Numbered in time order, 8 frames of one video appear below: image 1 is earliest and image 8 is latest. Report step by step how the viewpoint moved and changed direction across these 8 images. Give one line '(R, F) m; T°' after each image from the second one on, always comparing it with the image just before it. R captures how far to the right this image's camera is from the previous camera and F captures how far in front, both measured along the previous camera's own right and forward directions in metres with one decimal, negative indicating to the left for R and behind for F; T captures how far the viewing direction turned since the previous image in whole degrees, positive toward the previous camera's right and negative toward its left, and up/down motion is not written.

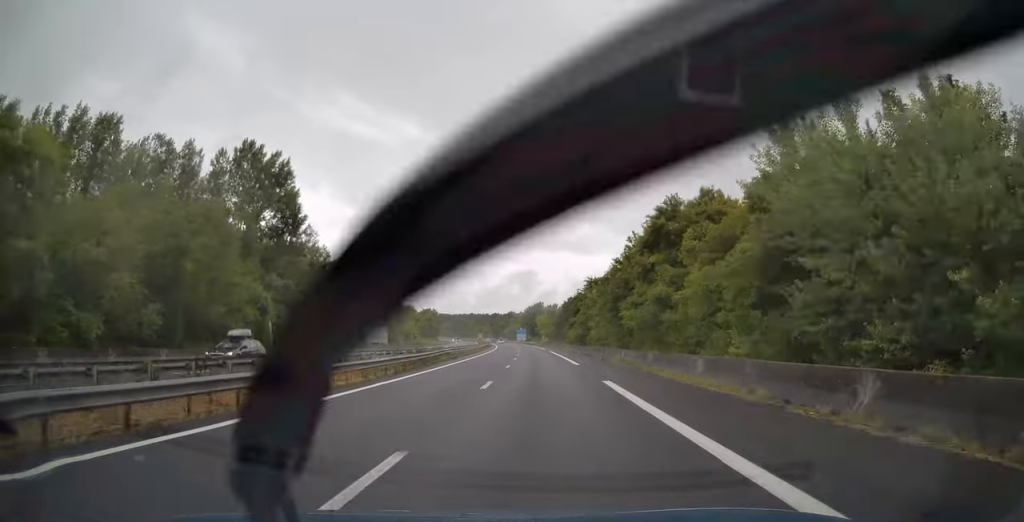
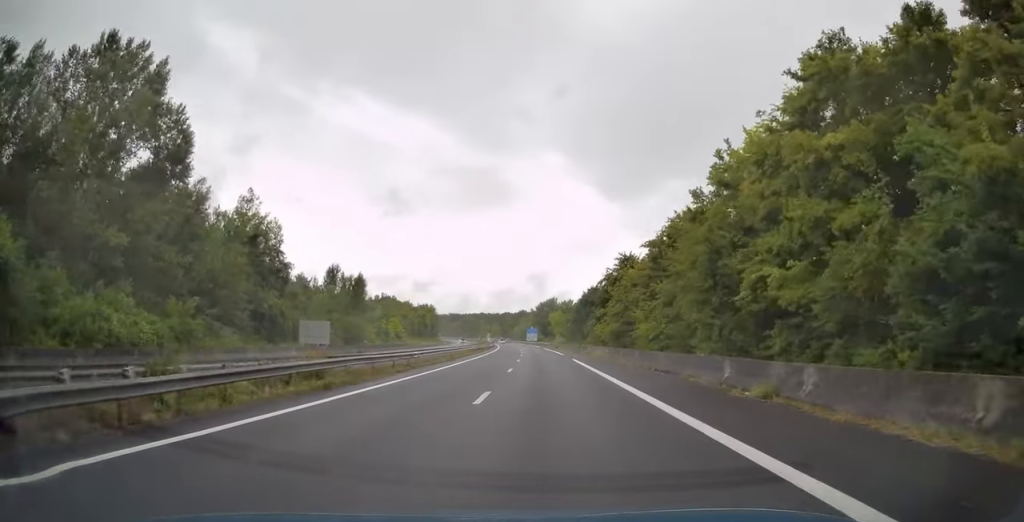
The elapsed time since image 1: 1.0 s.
(-0.3, +30.5) m; -1°
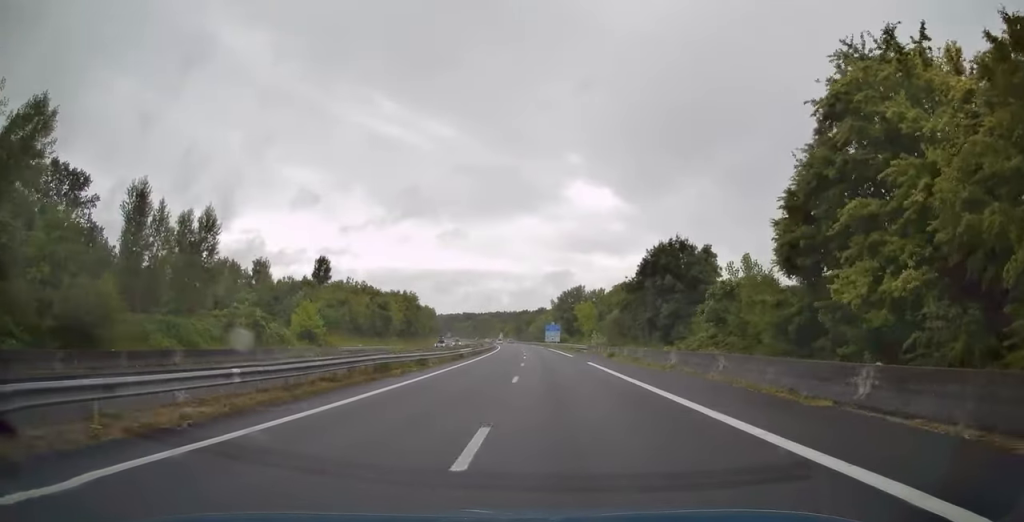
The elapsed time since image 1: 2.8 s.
(-0.9, +59.0) m; -2°
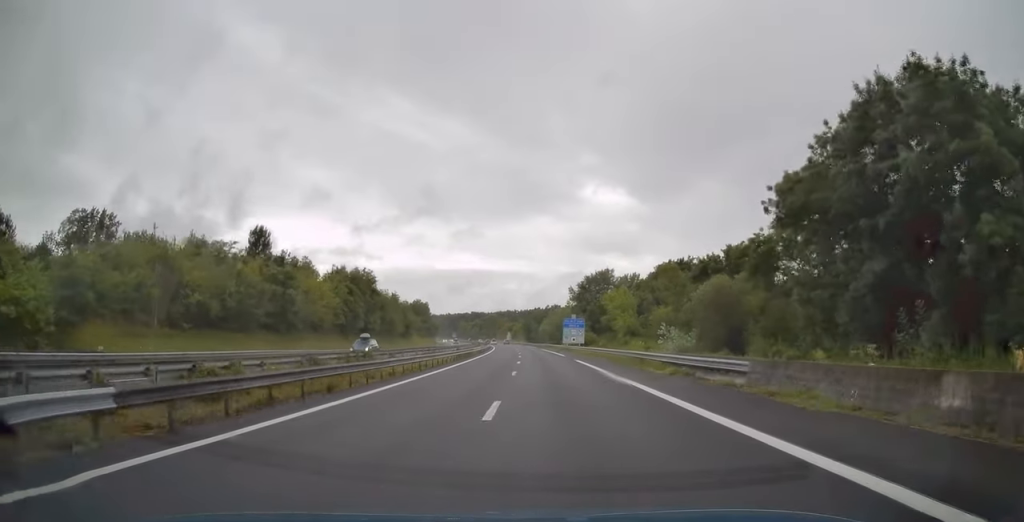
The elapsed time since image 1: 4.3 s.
(-0.7, +48.2) m; -1°
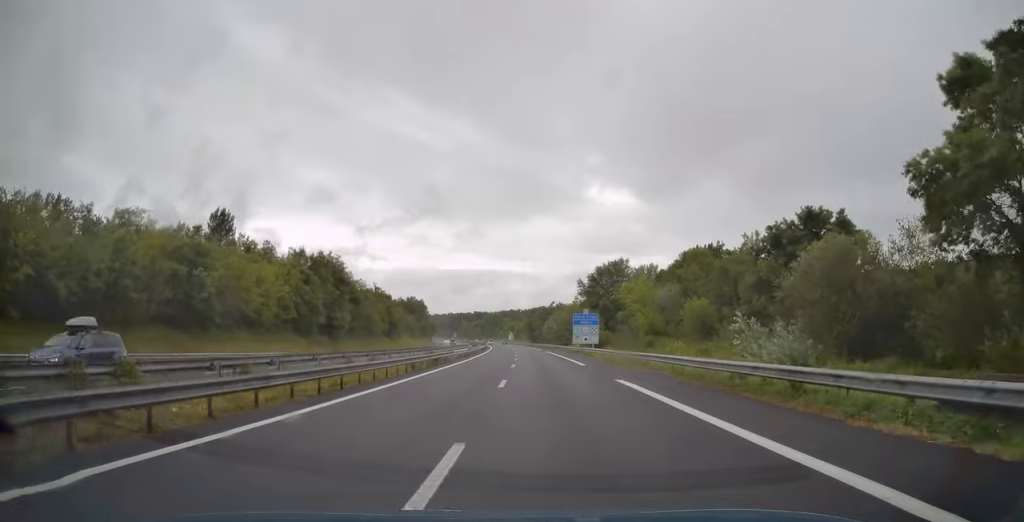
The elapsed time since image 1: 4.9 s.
(-0.1, +18.7) m; -1°
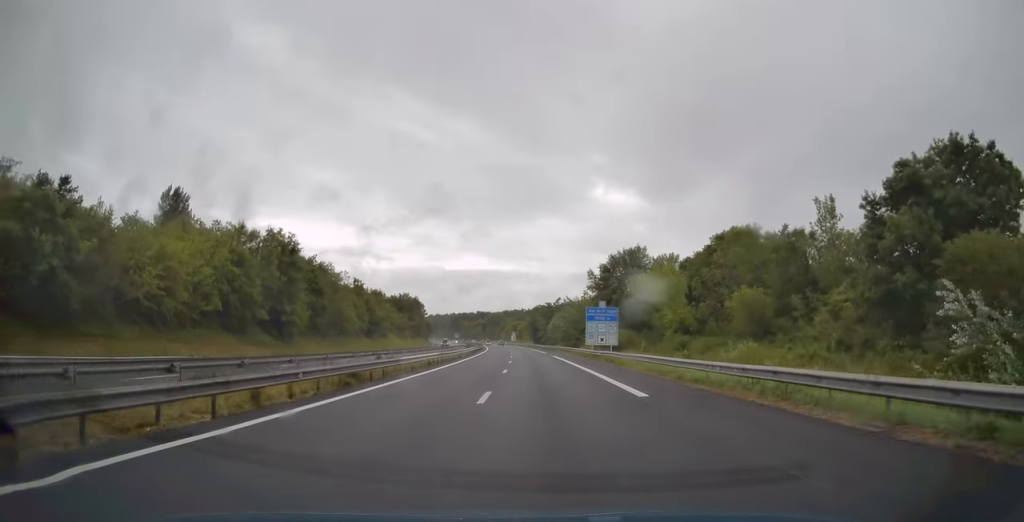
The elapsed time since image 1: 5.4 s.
(-0.1, +17.6) m; -1°
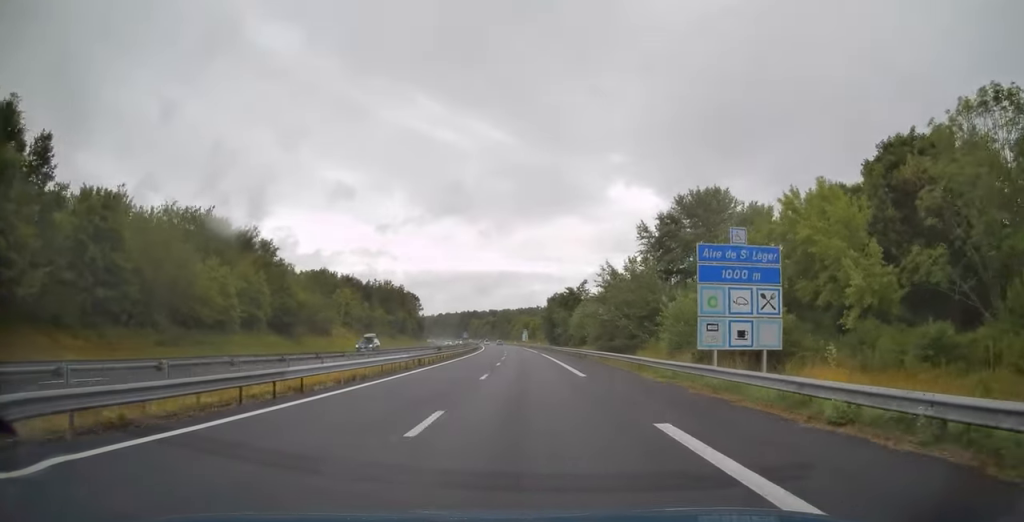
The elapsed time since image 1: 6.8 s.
(-0.5, +43.8) m; -1°
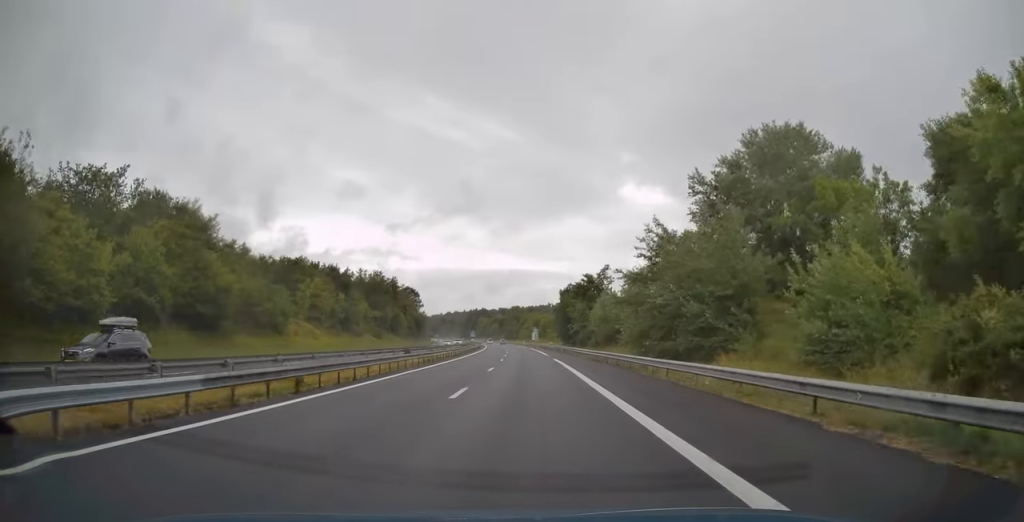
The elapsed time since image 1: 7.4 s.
(-0.1, +20.3) m; -1°
